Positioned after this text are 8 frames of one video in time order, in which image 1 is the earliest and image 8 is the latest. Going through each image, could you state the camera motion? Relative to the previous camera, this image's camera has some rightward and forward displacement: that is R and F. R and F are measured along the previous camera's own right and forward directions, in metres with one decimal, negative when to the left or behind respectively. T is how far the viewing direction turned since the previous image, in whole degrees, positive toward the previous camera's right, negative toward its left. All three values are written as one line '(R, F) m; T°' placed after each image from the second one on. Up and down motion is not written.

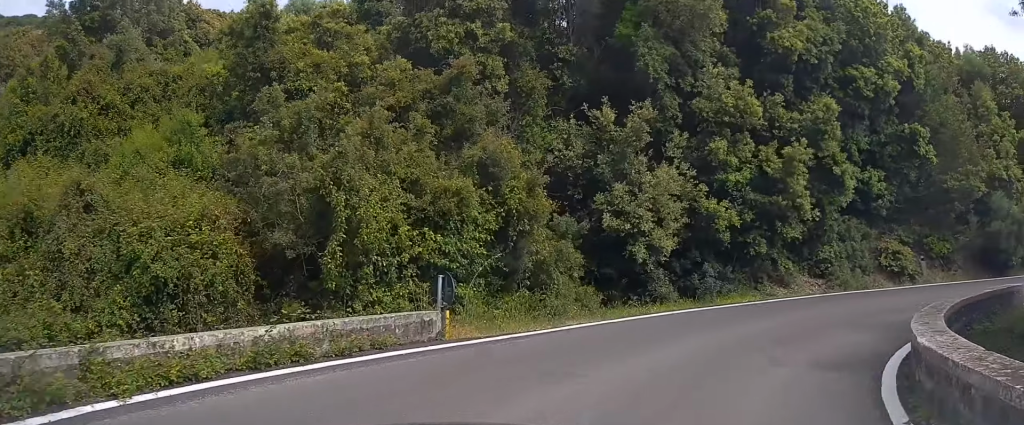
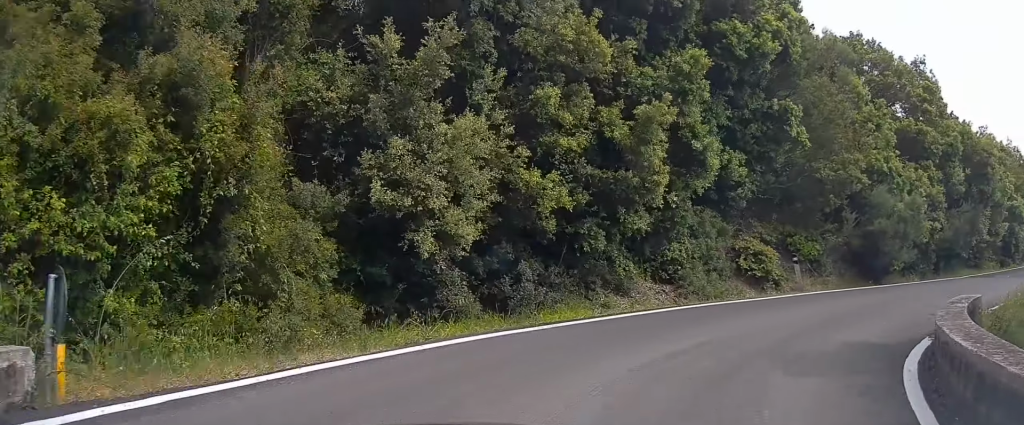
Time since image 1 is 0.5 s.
(+0.4, +4.6) m; +20°
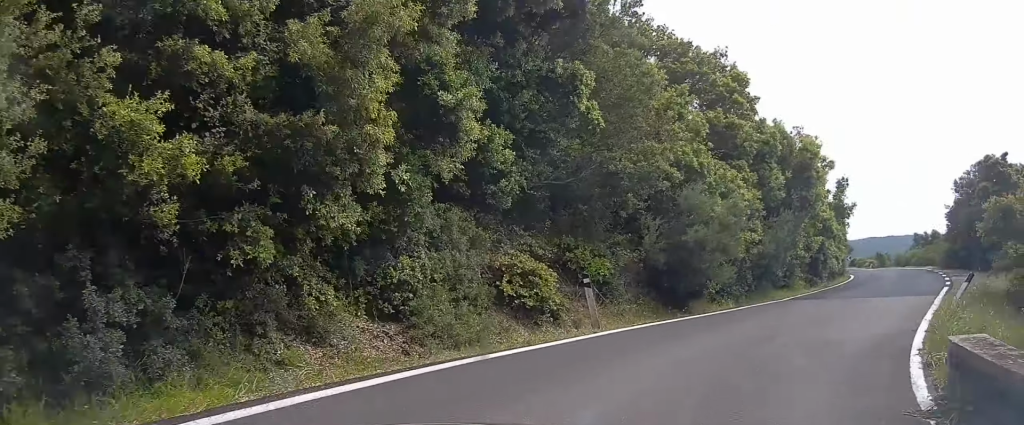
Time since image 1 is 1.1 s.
(+1.6, +5.6) m; +19°
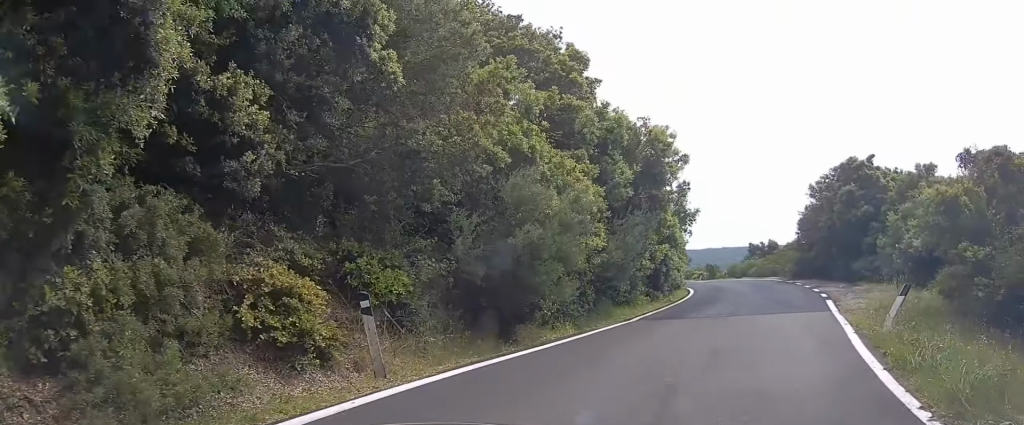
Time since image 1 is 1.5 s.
(+0.3, +4.2) m; +11°
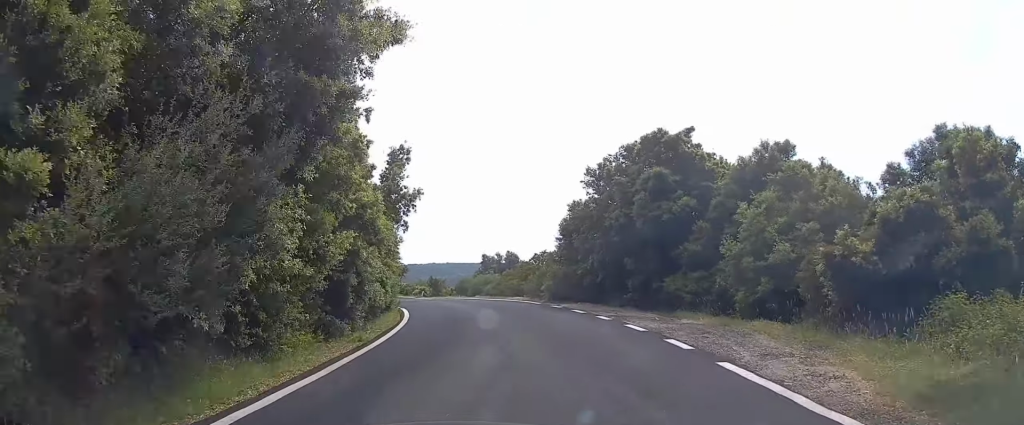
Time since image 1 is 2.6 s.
(+2.2, +12.0) m; +11°
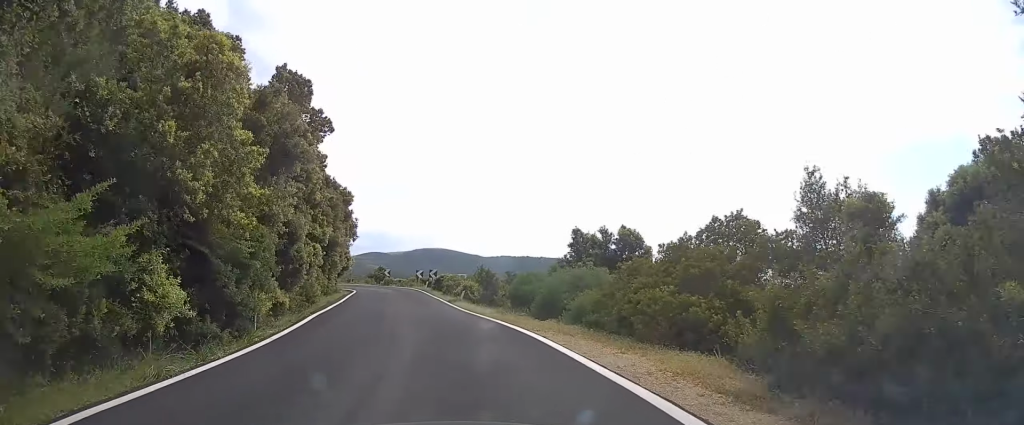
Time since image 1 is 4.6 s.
(-1.1, +26.6) m; -7°
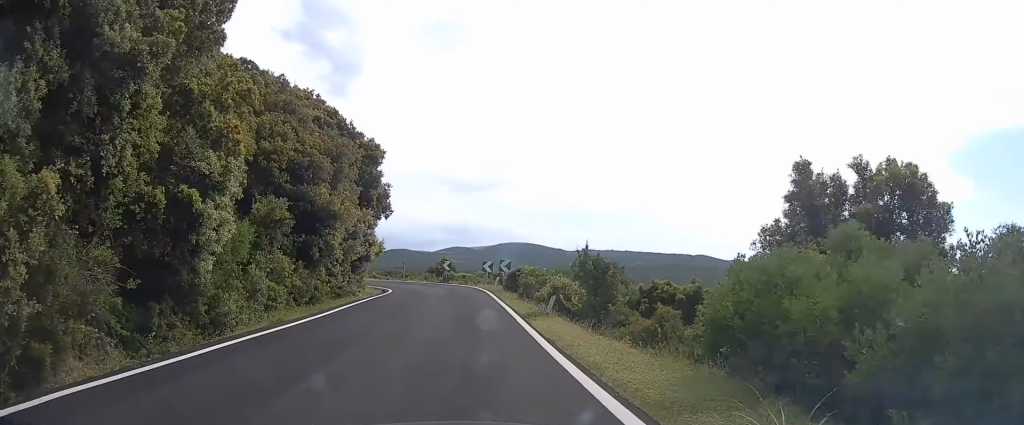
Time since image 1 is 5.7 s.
(-0.7, +15.6) m; -5°
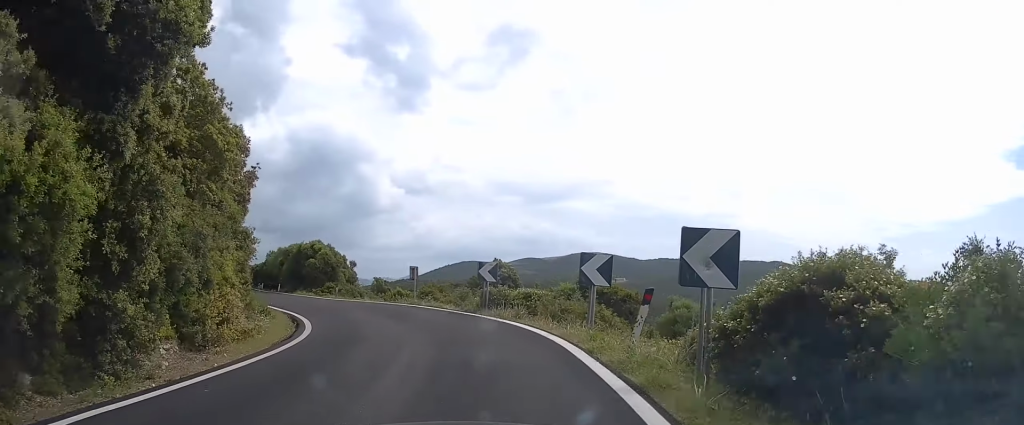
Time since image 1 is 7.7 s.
(-2.1, +25.7) m; -10°
